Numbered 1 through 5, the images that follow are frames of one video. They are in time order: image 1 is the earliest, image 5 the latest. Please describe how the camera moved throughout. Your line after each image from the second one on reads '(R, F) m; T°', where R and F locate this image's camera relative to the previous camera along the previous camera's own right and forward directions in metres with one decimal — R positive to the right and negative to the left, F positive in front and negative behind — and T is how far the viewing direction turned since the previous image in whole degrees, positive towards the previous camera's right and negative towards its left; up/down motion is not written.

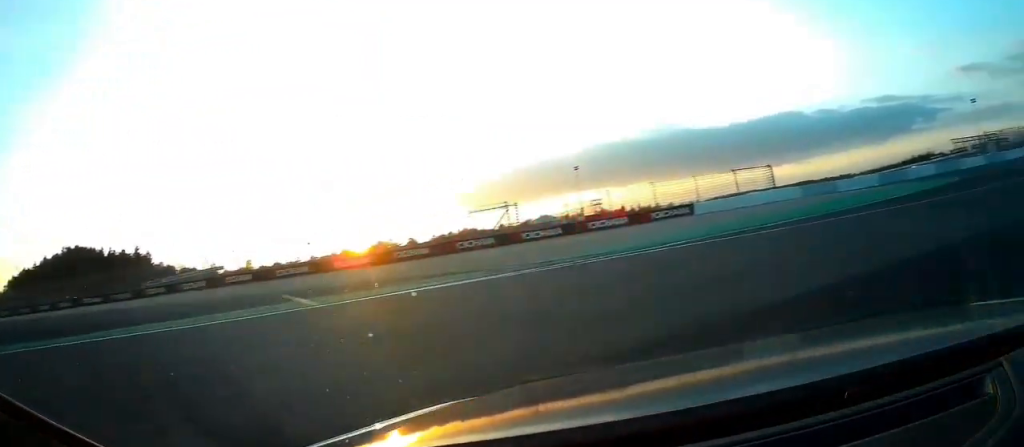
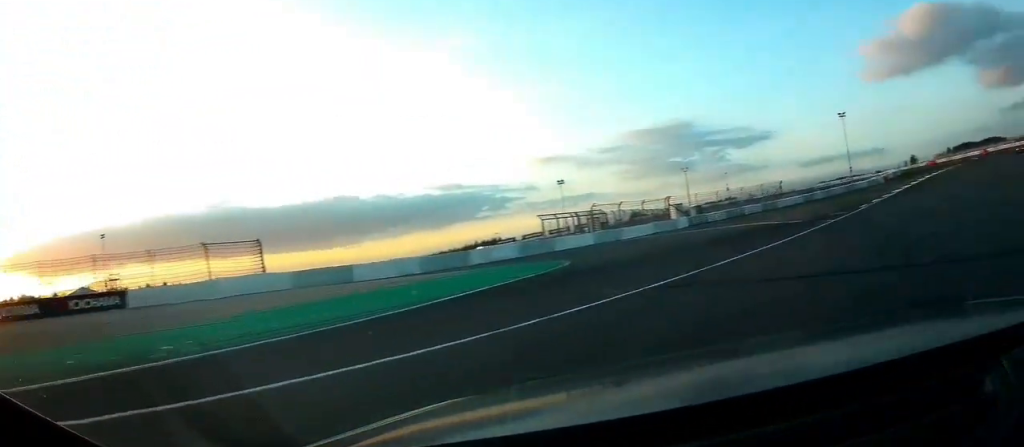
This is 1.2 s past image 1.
(+7.8, +17.3) m; +42°
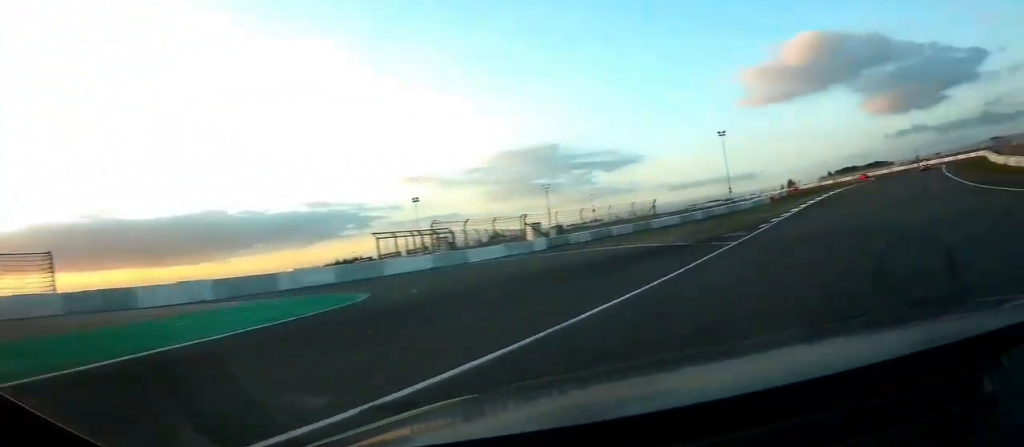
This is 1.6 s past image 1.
(+1.1, +7.9) m; +9°
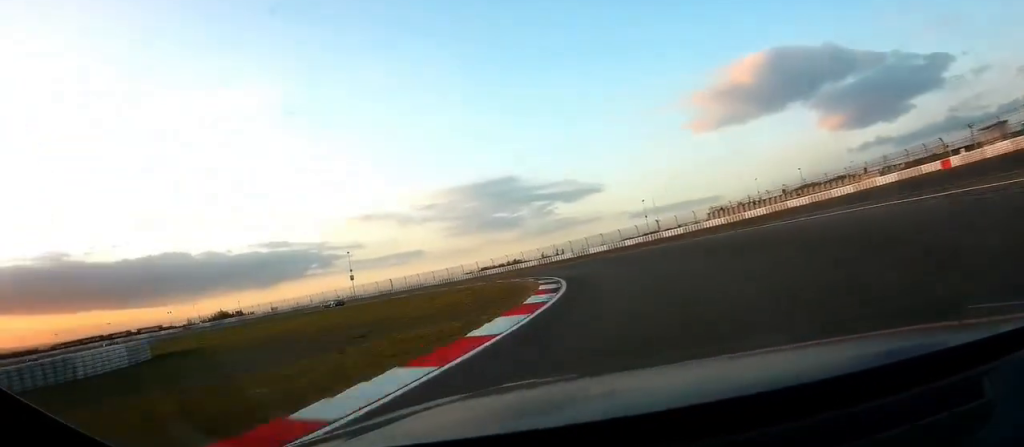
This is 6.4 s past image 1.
(+31.0, +113.8) m; -8°
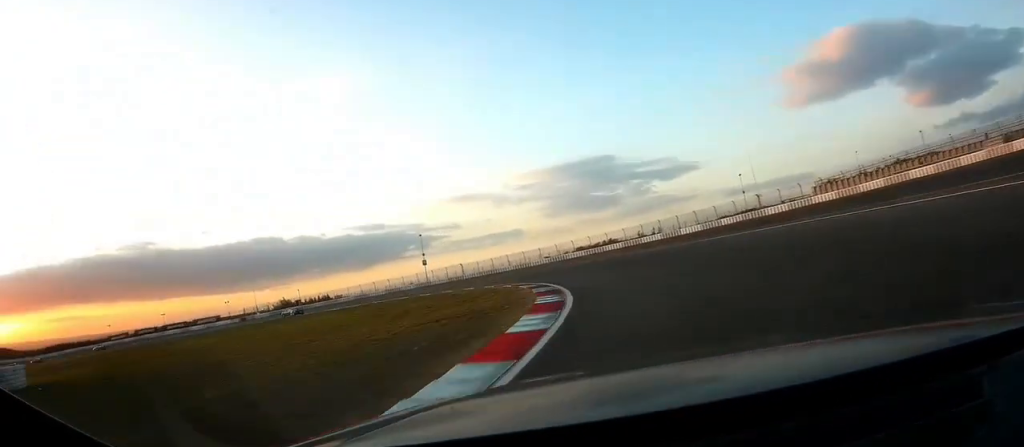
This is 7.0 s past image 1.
(-2.6, +15.5) m; -13°
